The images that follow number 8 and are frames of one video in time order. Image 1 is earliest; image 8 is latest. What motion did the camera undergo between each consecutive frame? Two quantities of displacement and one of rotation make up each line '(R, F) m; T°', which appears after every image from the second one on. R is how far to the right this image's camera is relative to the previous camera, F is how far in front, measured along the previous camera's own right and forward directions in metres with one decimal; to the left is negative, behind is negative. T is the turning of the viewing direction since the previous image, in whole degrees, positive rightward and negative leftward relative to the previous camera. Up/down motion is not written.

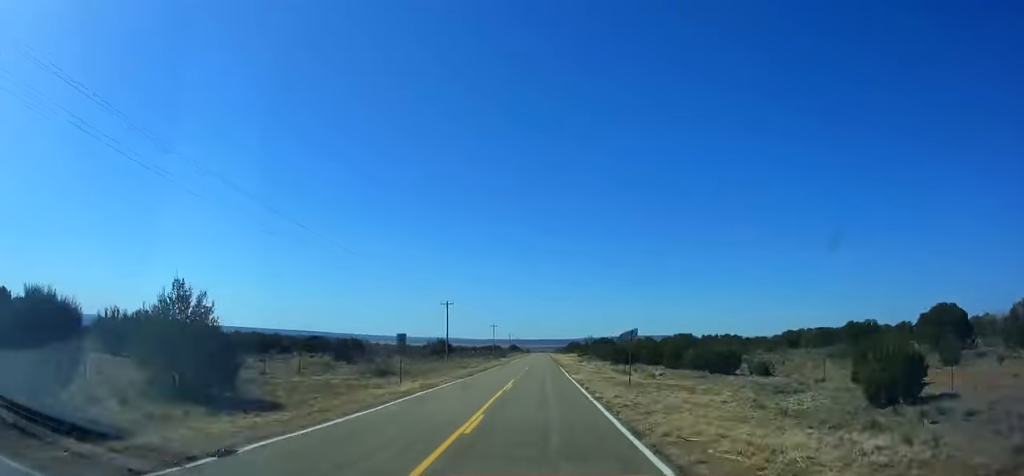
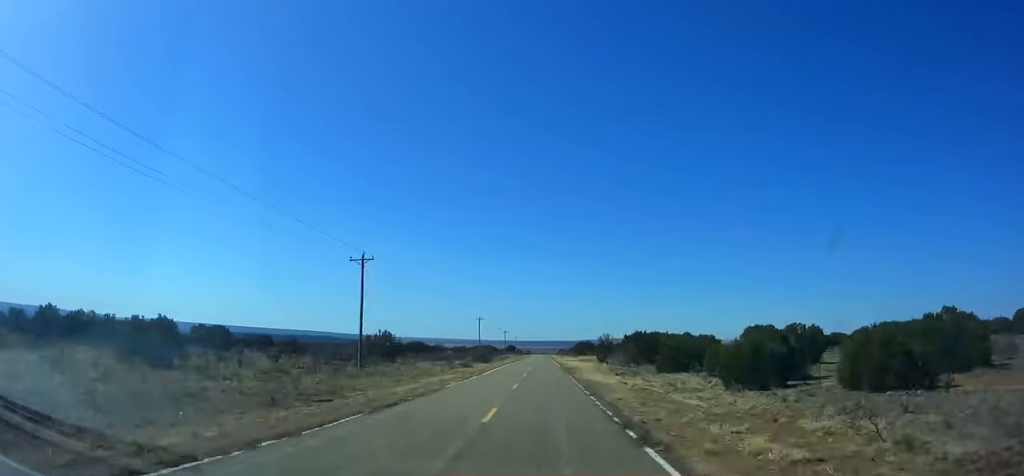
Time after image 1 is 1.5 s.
(-0.5, +45.1) m; 0°
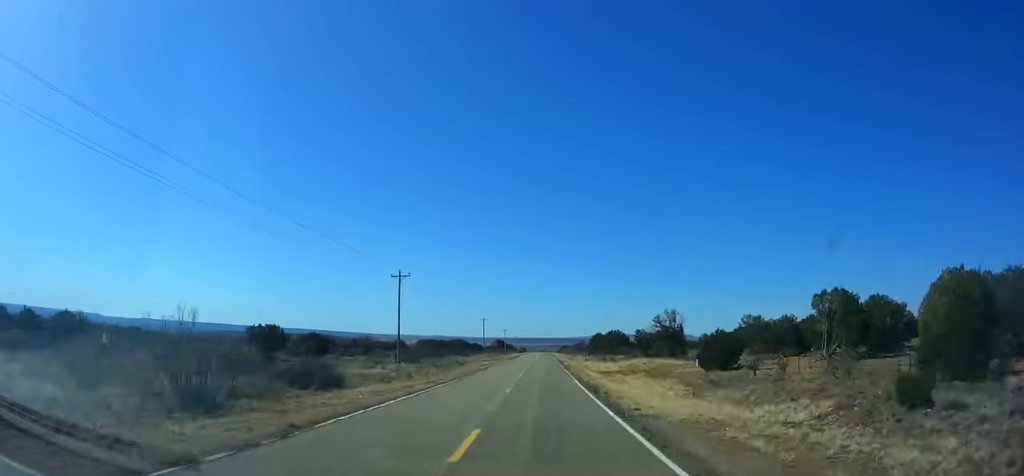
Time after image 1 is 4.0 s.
(-0.3, +73.7) m; 0°
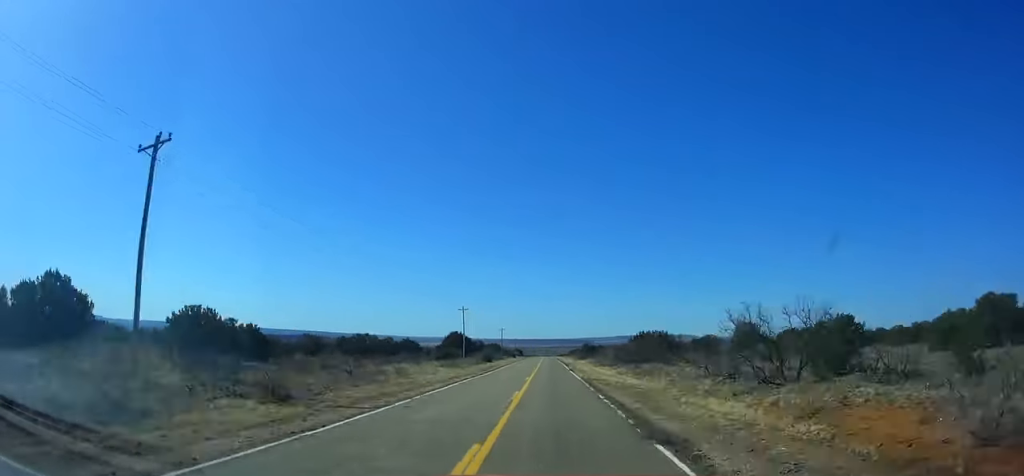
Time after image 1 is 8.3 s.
(+0.5, +122.9) m; 0°
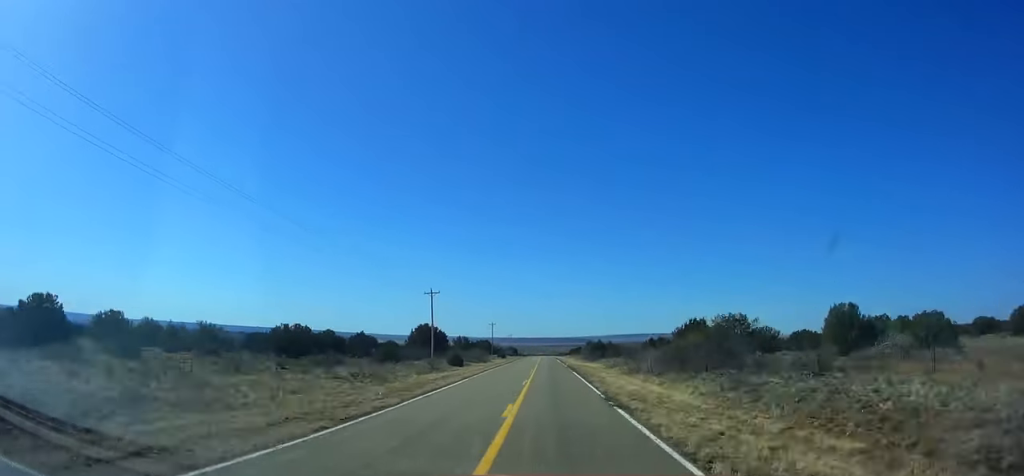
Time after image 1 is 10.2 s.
(-0.4, +55.8) m; 0°
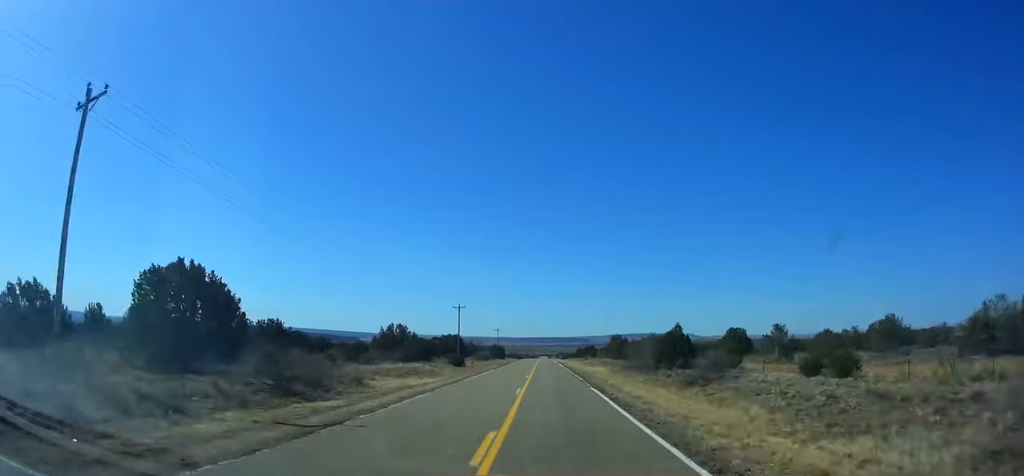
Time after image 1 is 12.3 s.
(-0.3, +62.9) m; 0°
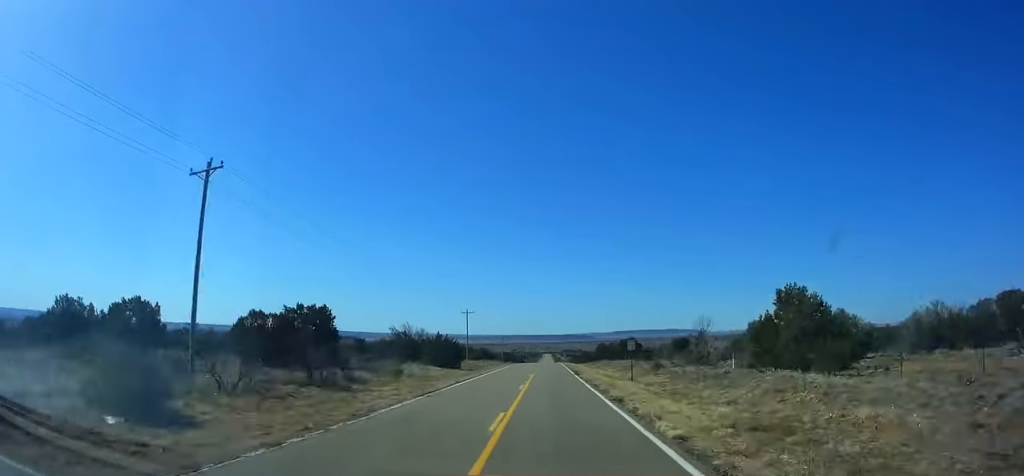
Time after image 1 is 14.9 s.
(-0.1, +80.5) m; 0°
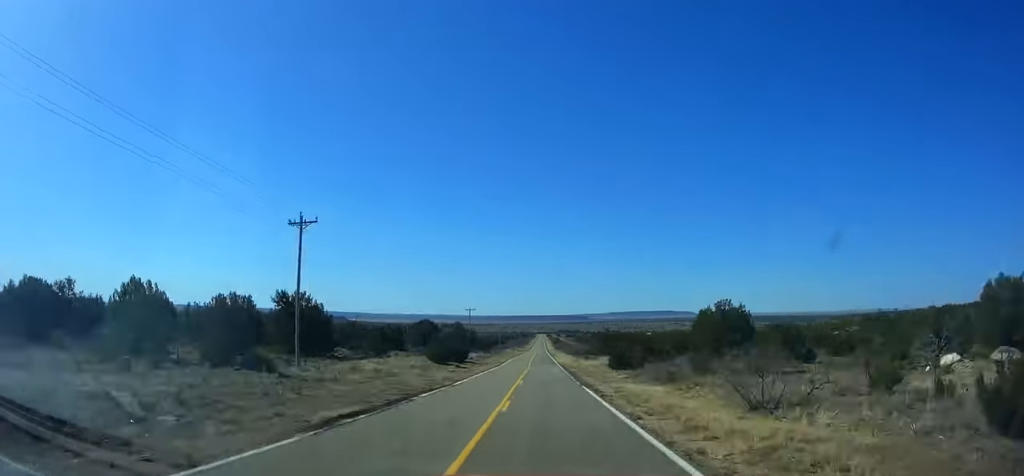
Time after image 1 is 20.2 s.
(+0.9, +169.1) m; 0°
